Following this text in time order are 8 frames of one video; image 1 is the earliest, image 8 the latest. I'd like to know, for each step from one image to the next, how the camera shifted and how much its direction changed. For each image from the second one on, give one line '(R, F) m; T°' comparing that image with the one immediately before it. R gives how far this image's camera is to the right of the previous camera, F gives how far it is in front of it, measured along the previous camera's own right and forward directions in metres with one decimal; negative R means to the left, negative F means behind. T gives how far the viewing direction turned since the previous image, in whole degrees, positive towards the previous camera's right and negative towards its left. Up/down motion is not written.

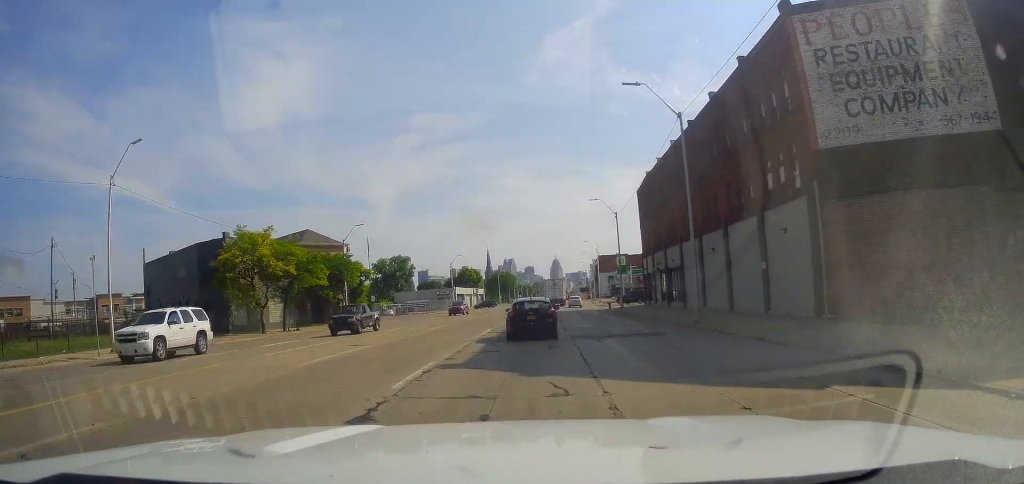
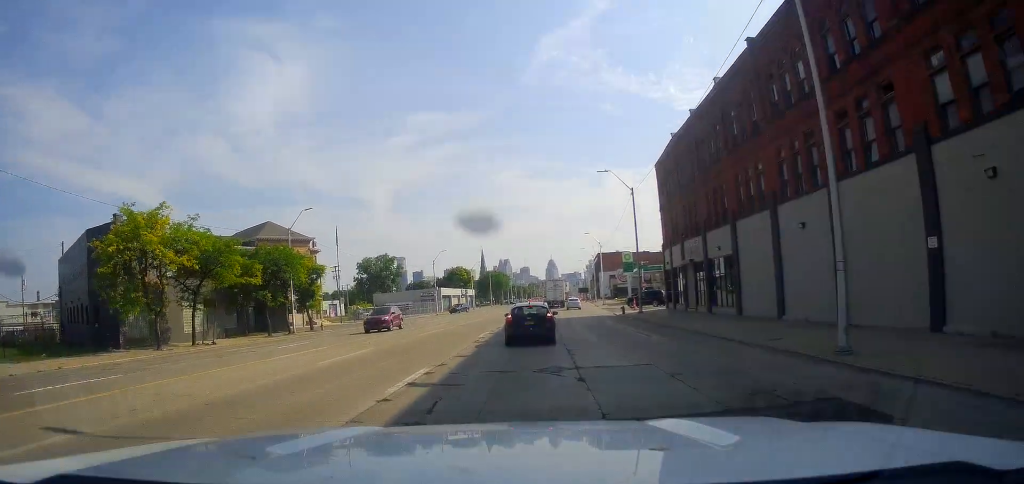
(0.0, +14.6) m; +1°
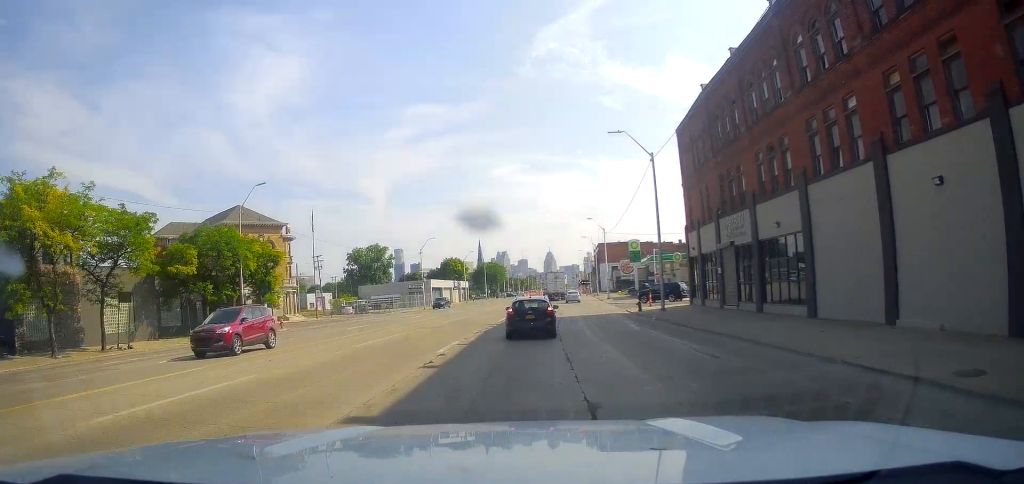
(+0.1, +9.6) m; +1°
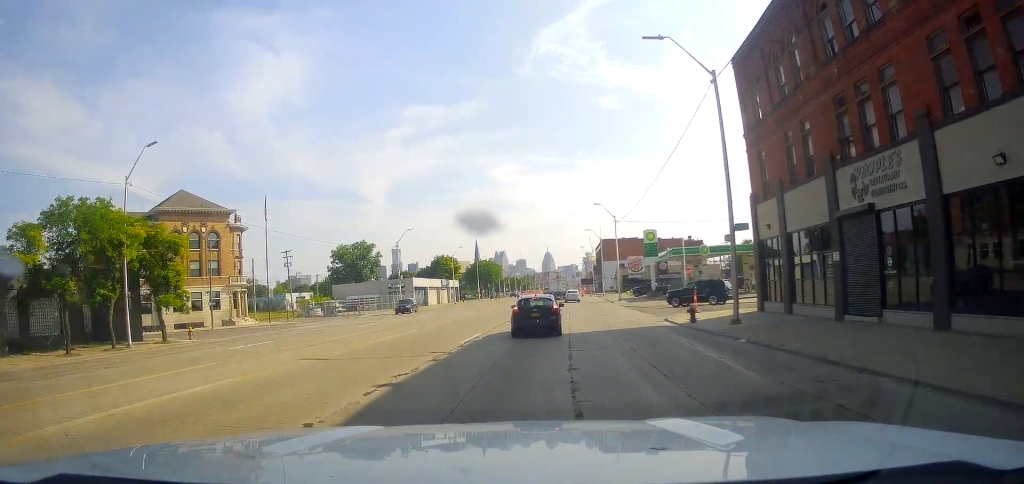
(+0.2, +14.8) m; +1°
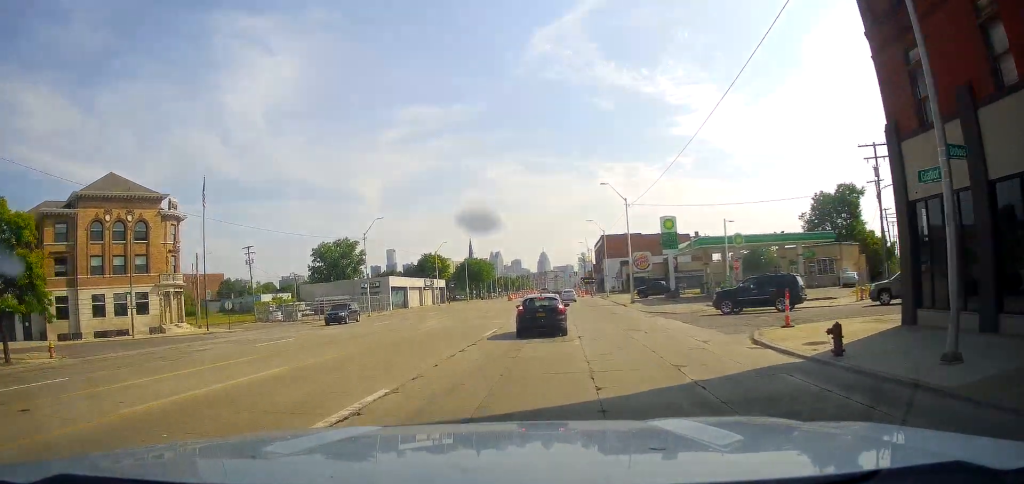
(0.0, +13.5) m; 0°
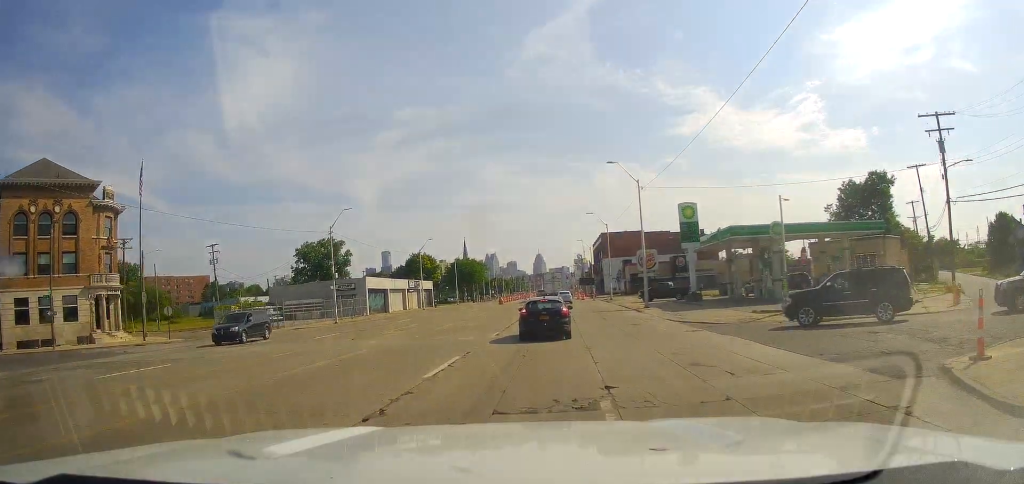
(-0.1, +10.4) m; 0°
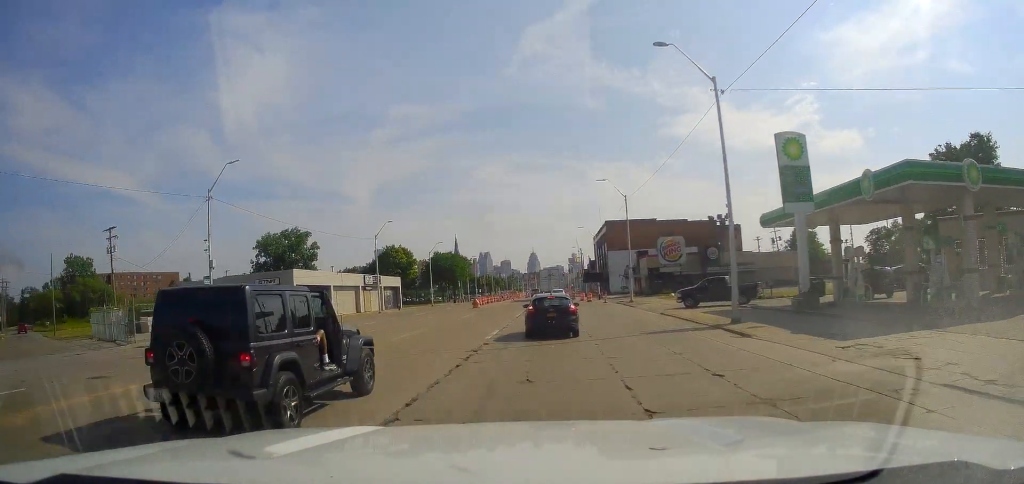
(+0.2, +23.4) m; +2°
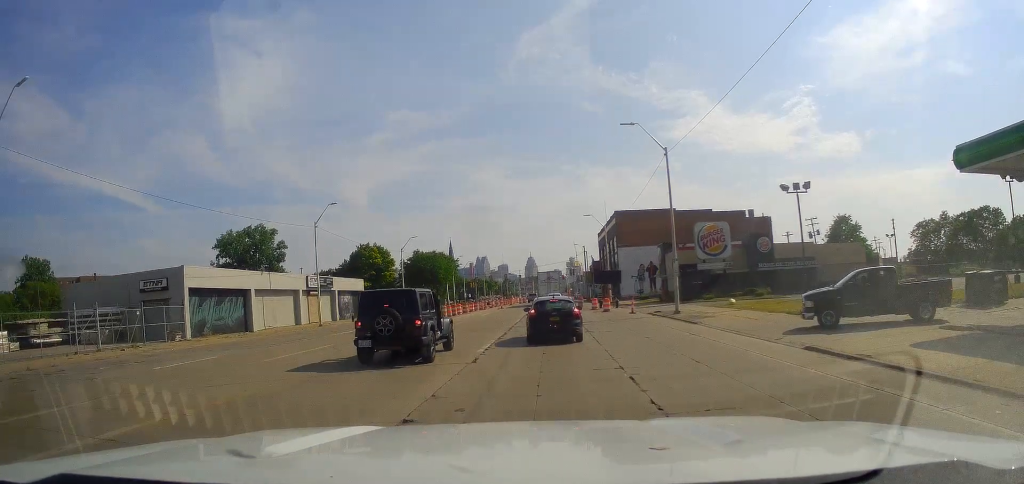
(+0.5, +20.1) m; 0°
